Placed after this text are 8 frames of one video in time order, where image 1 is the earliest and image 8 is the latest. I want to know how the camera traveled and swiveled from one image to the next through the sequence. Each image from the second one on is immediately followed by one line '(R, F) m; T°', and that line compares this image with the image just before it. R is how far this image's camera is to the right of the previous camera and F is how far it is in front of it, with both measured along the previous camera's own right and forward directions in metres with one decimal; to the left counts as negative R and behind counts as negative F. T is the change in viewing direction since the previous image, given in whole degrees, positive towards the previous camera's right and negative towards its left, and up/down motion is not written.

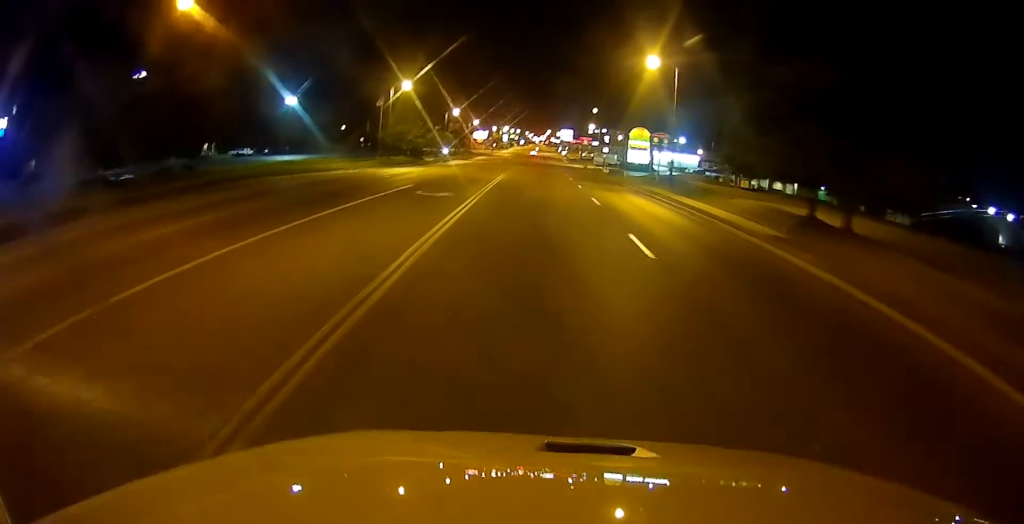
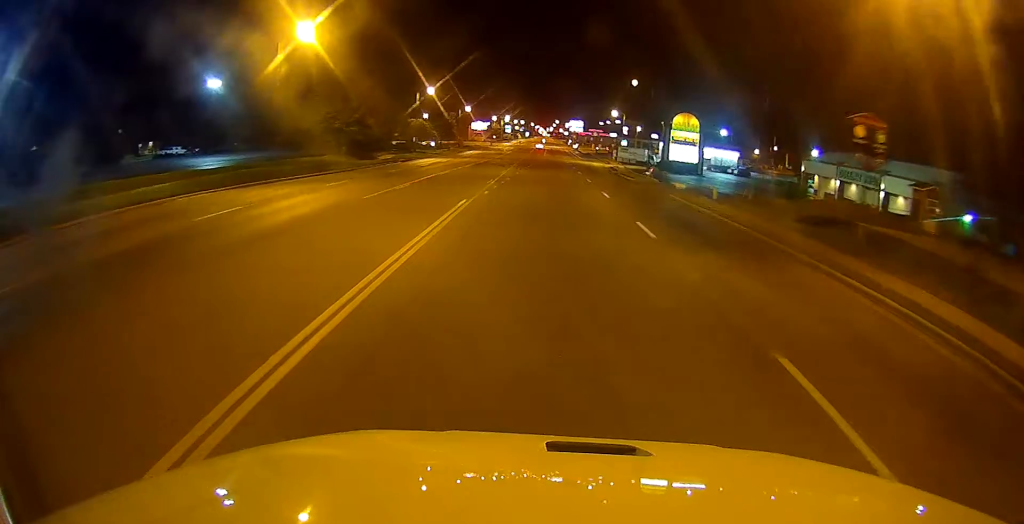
(-1.3, +33.3) m; -2°
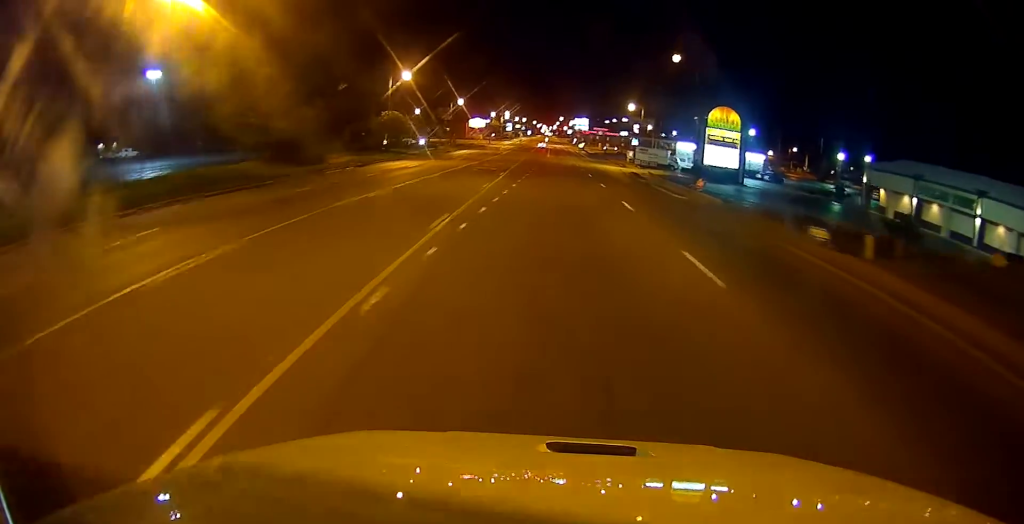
(0.0, +17.3) m; 0°
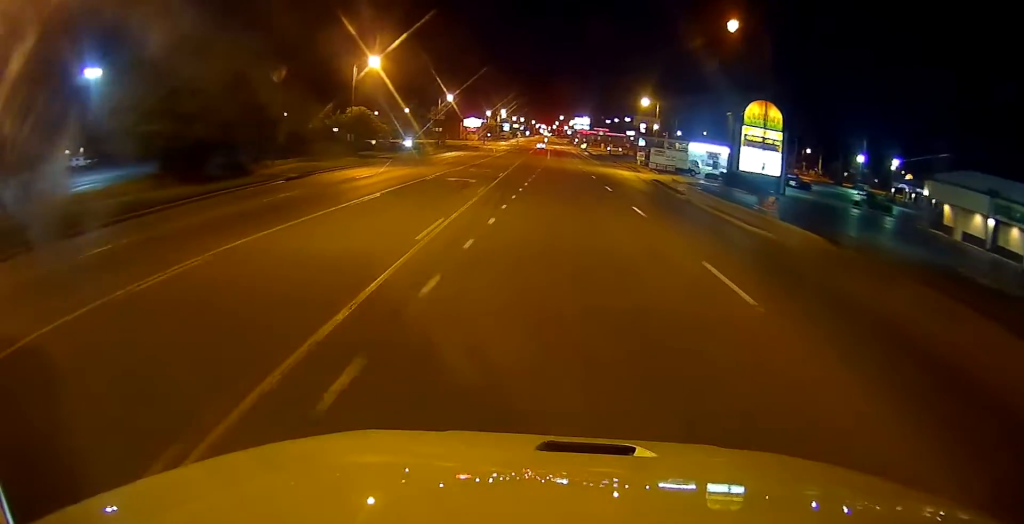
(0.0, +13.0) m; +1°
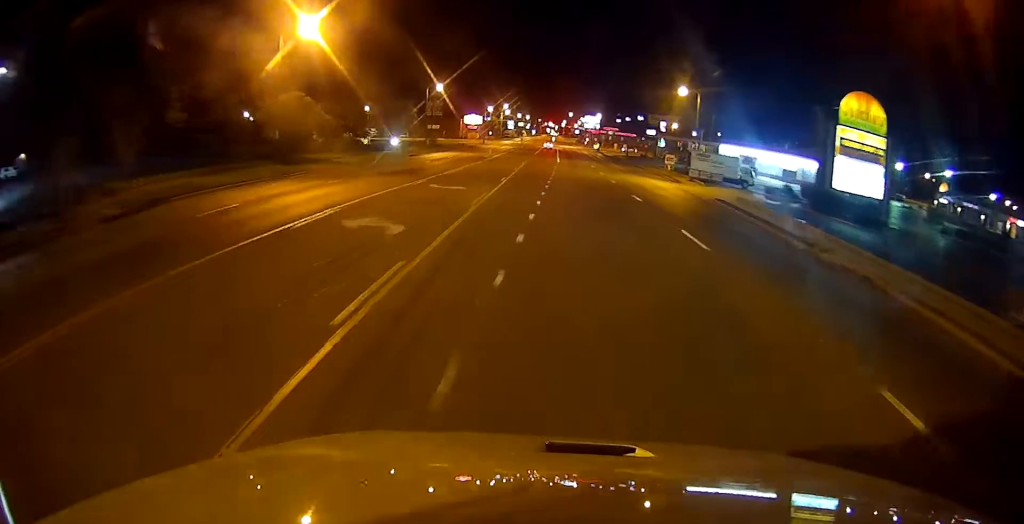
(+0.4, +18.2) m; +1°
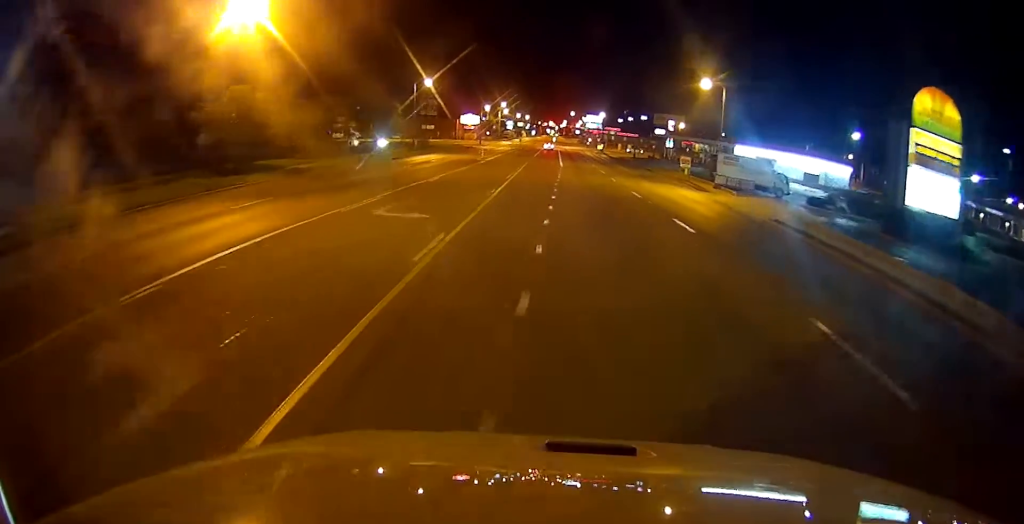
(+0.2, +9.3) m; 0°
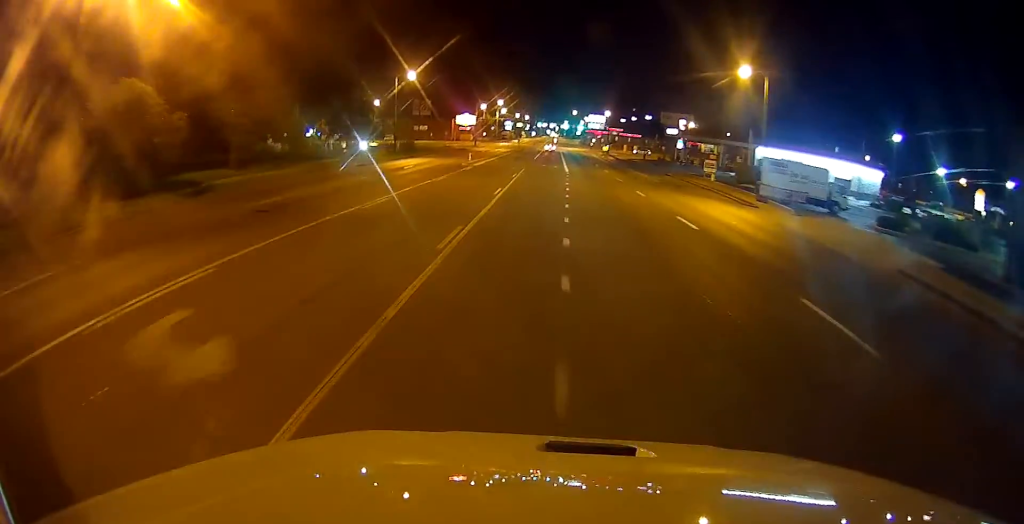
(-0.4, +11.4) m; -2°
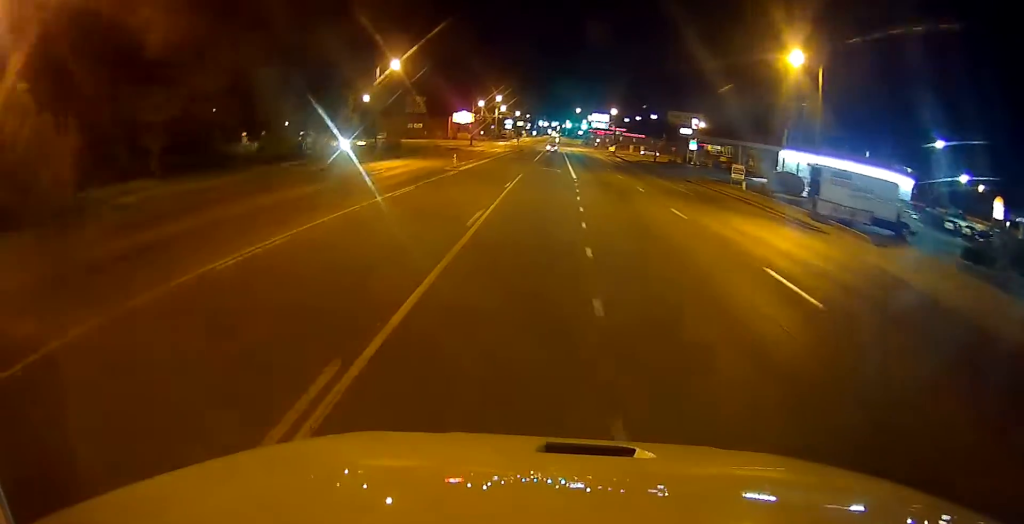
(-0.1, +9.9) m; -1°
